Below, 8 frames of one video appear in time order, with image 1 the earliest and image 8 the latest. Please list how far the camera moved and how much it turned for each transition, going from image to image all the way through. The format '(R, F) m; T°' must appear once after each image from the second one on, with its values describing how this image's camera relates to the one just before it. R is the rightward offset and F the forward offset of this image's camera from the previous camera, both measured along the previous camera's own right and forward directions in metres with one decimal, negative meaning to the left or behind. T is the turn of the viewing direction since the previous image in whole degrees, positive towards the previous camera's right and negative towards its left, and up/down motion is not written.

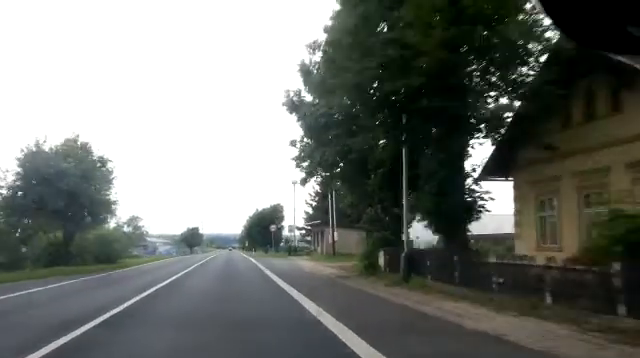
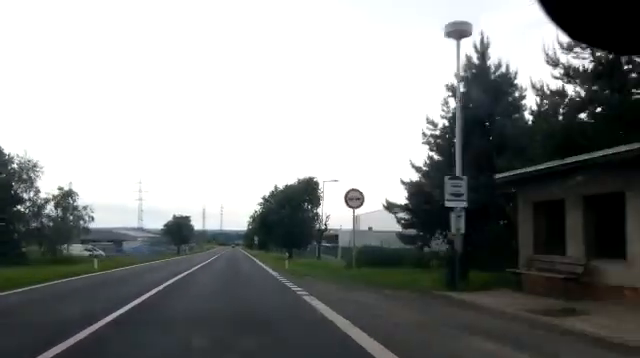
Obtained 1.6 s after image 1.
(-0.4, +31.2) m; -1°
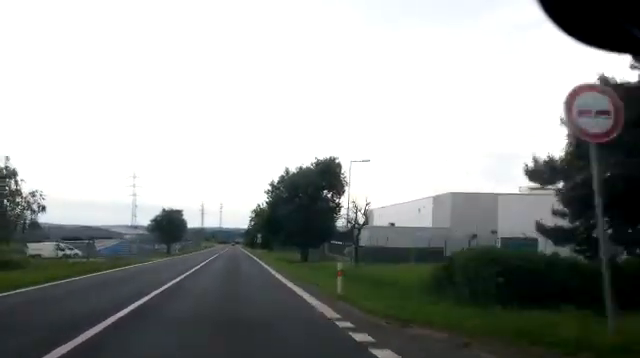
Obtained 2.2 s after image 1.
(0.0, +11.6) m; 0°
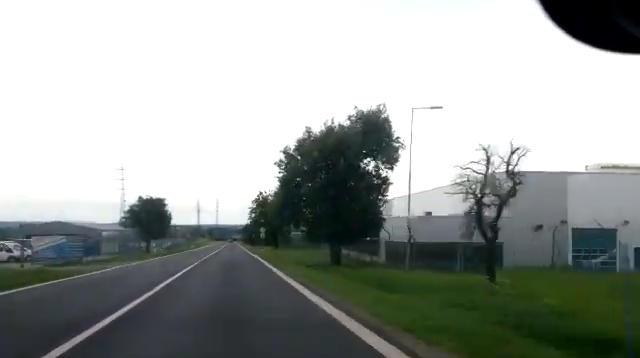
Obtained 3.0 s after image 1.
(+0.4, +14.2) m; 0°
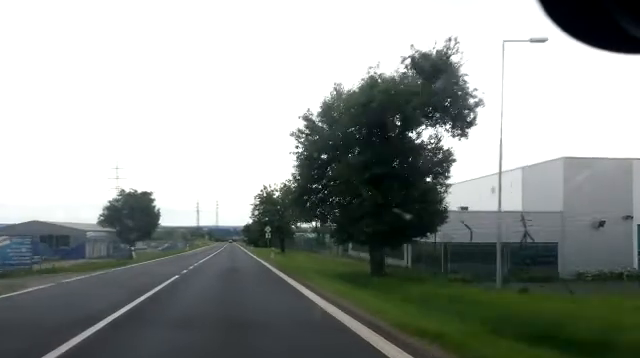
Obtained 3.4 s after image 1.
(-0.3, +8.5) m; -1°
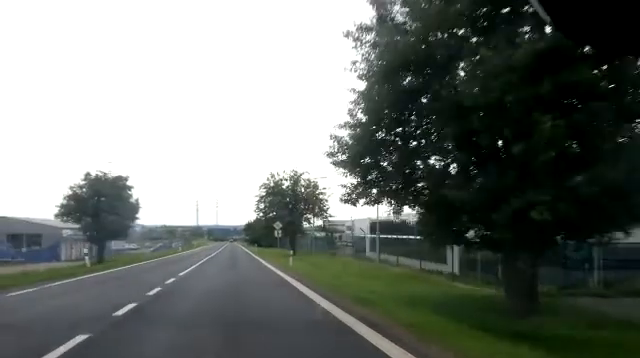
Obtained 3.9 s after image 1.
(-0.2, +10.5) m; -1°
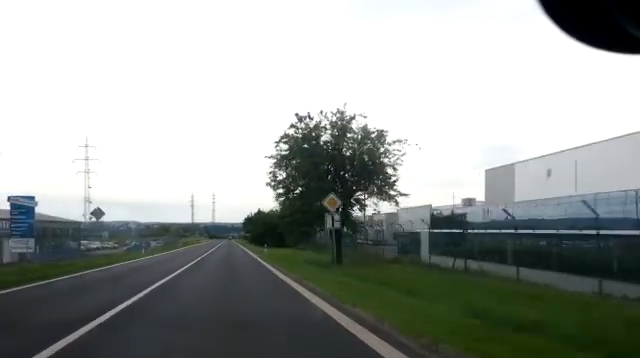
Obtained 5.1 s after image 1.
(+0.1, +22.5) m; +1°
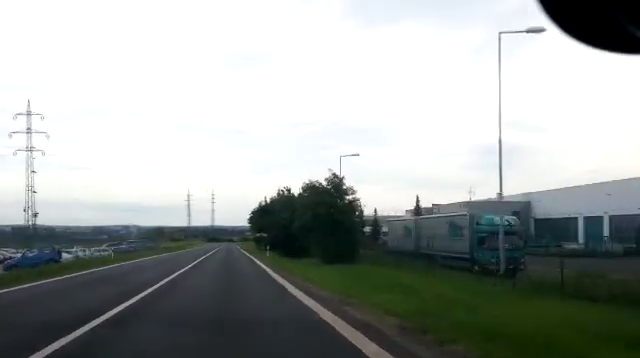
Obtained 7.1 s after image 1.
(+0.7, +41.0) m; +2°
